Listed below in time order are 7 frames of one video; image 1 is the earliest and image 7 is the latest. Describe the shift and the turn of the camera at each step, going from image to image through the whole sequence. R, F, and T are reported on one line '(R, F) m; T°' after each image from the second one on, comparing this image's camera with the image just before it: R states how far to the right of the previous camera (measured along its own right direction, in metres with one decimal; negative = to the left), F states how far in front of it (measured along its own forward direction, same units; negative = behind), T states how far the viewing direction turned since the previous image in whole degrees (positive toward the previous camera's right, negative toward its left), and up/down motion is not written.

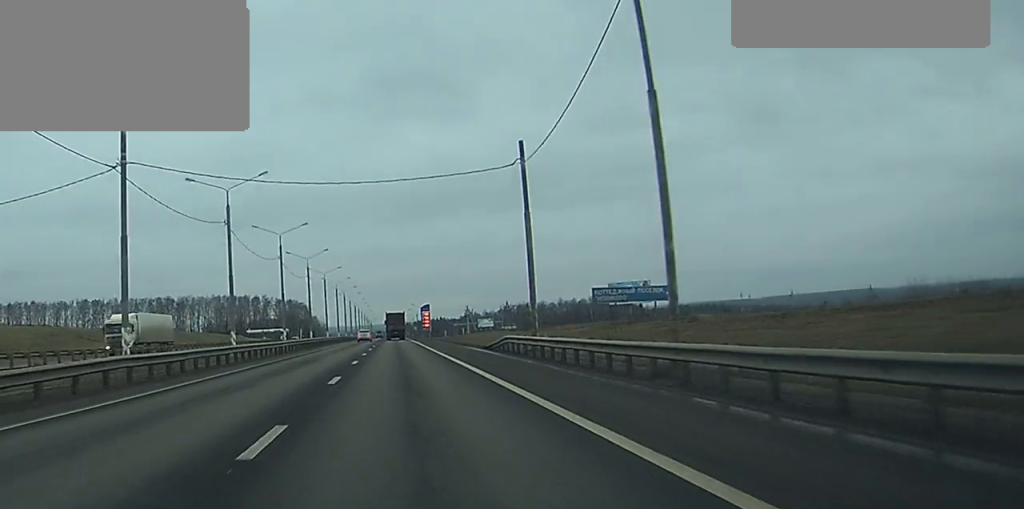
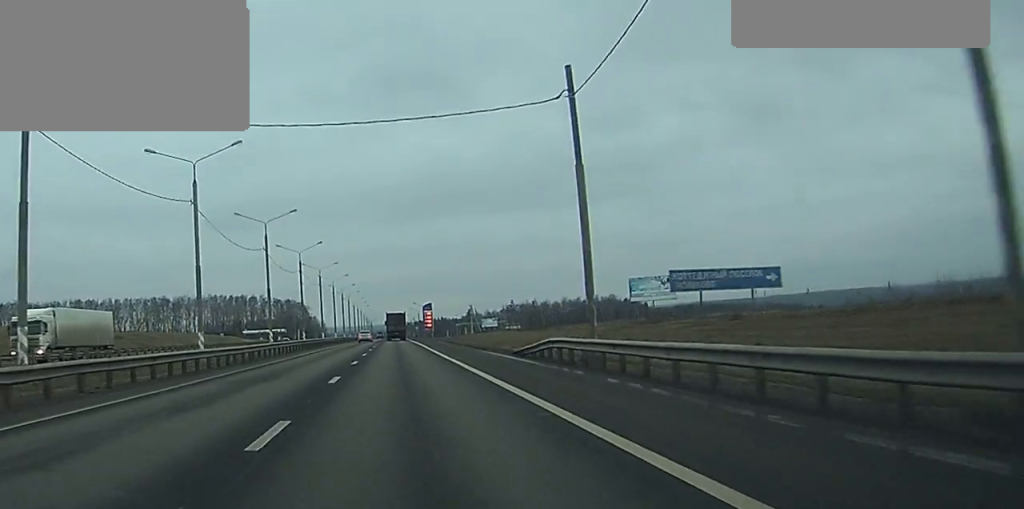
(0.0, +11.6) m; 0°
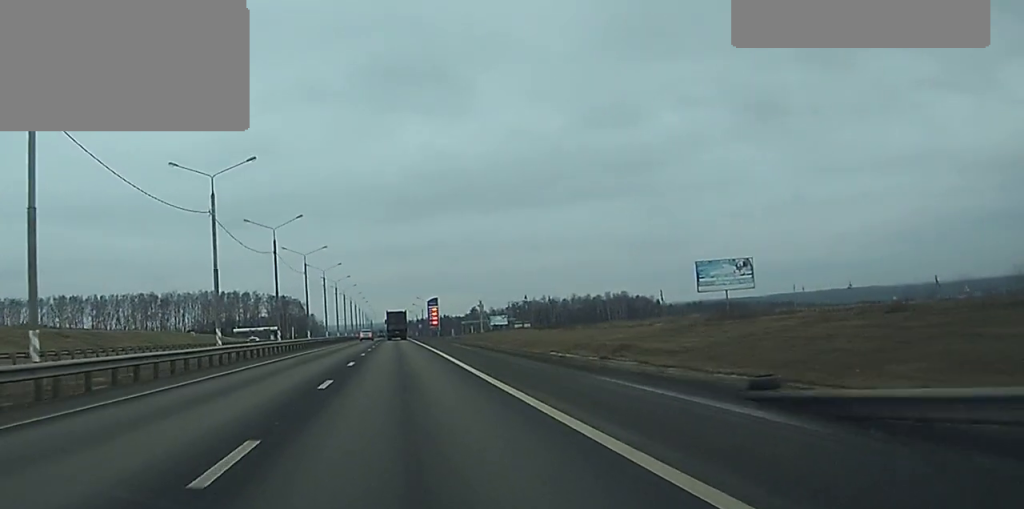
(0.0, +26.4) m; 0°
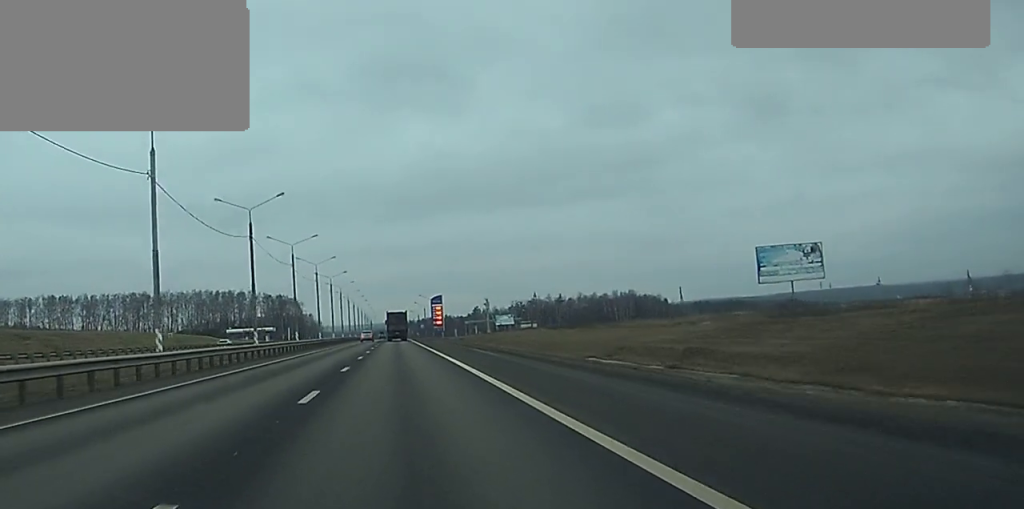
(0.0, +15.8) m; 0°
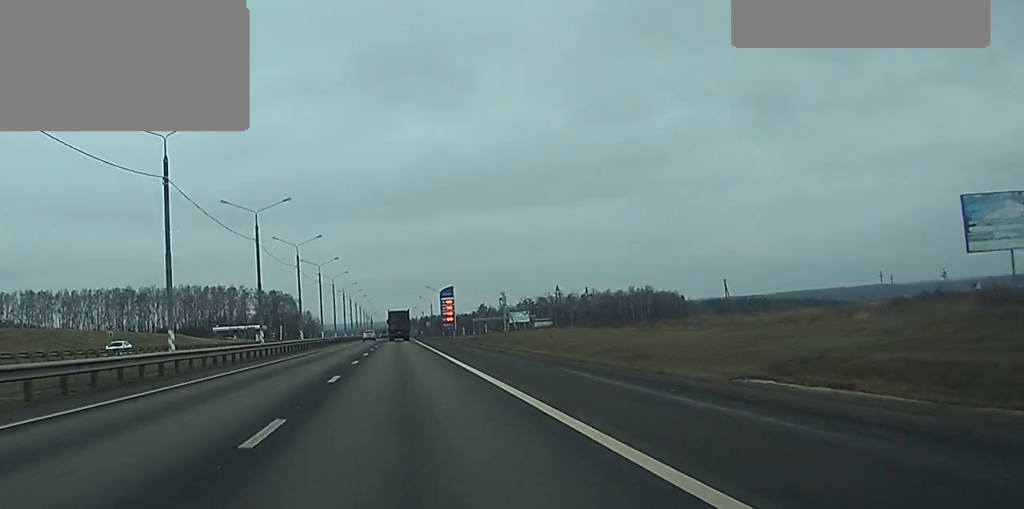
(+0.1, +29.7) m; 0°
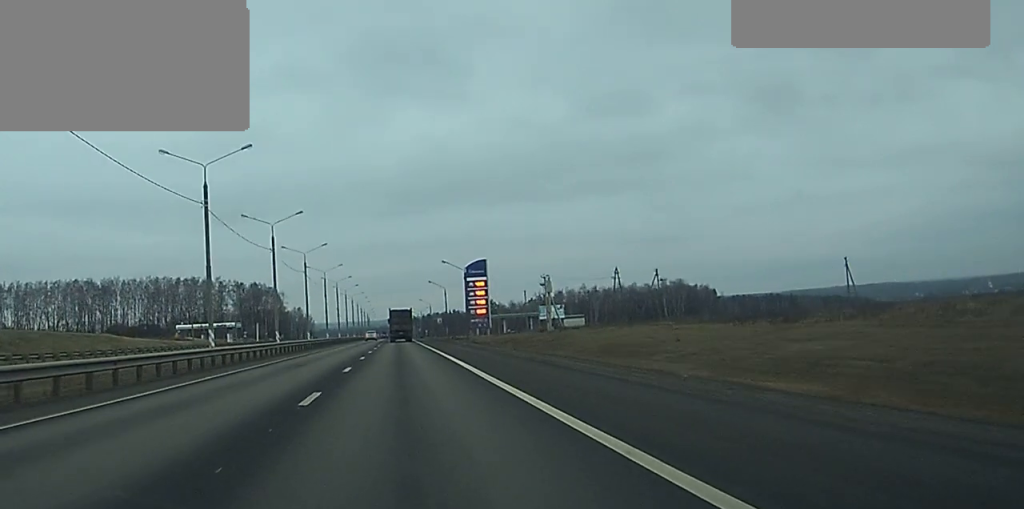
(0.0, +54.5) m; 0°
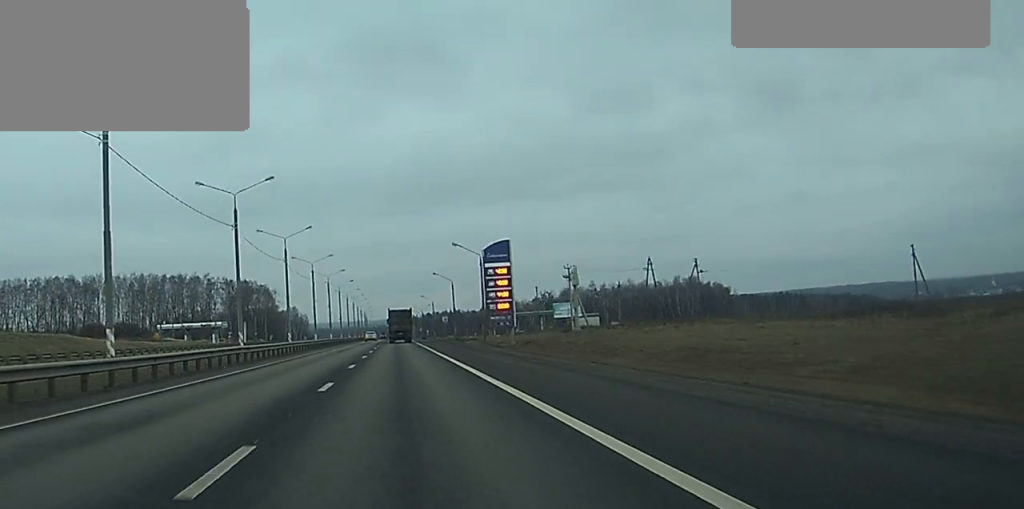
(0.0, +20.3) m; 0°
